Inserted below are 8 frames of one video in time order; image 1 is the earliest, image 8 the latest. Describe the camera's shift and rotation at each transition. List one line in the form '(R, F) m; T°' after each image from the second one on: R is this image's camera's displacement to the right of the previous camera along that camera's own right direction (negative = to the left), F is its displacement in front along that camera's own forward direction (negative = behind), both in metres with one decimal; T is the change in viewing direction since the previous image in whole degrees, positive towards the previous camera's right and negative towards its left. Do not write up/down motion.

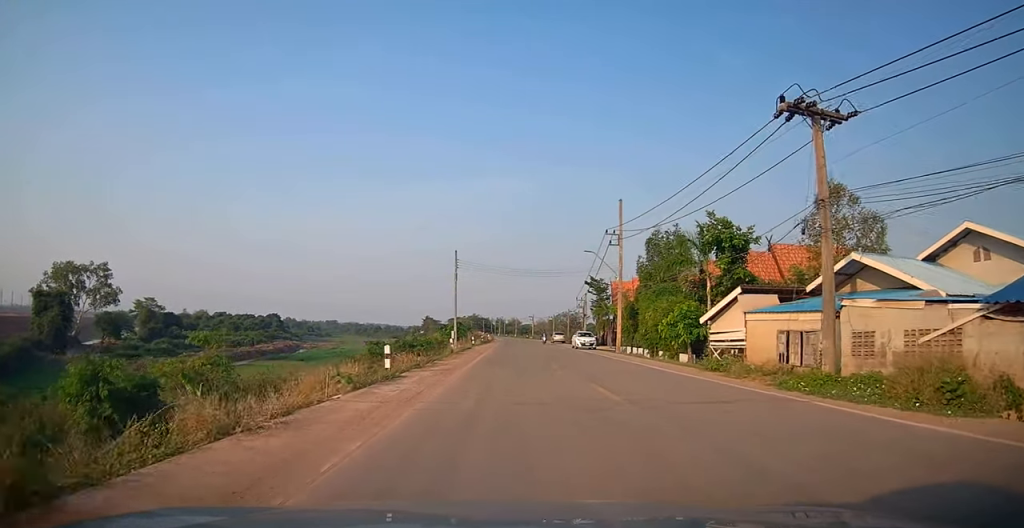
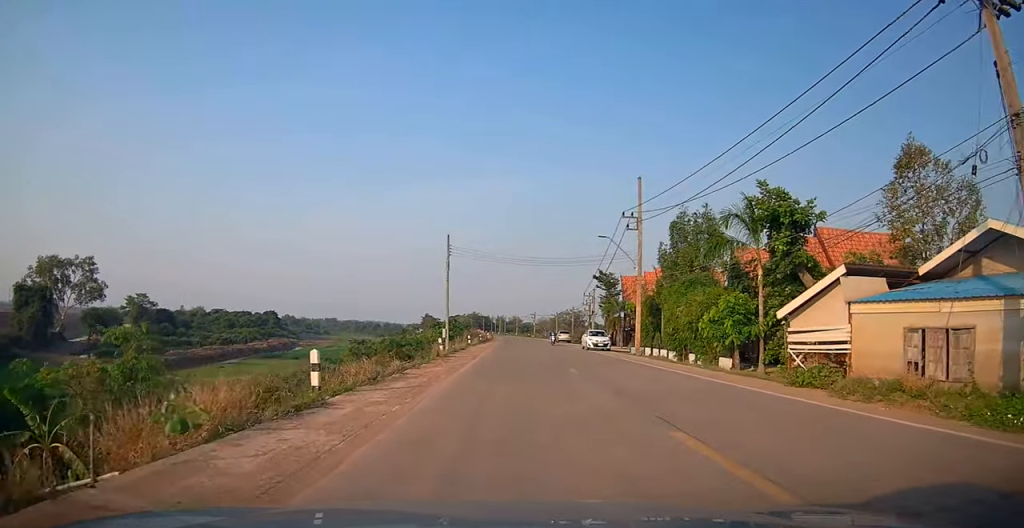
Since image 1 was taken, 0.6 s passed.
(0.0, +6.3) m; 0°
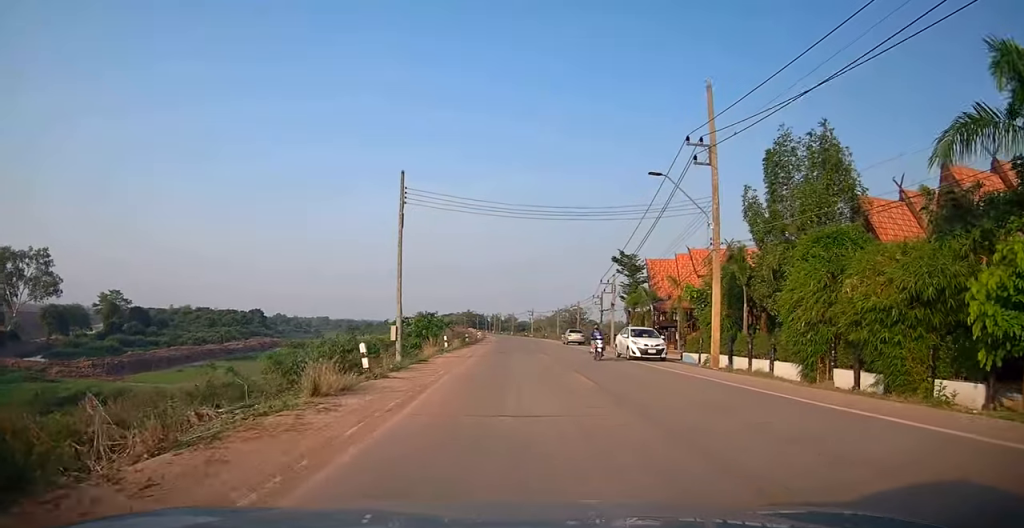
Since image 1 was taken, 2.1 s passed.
(-0.3, +15.2) m; -2°
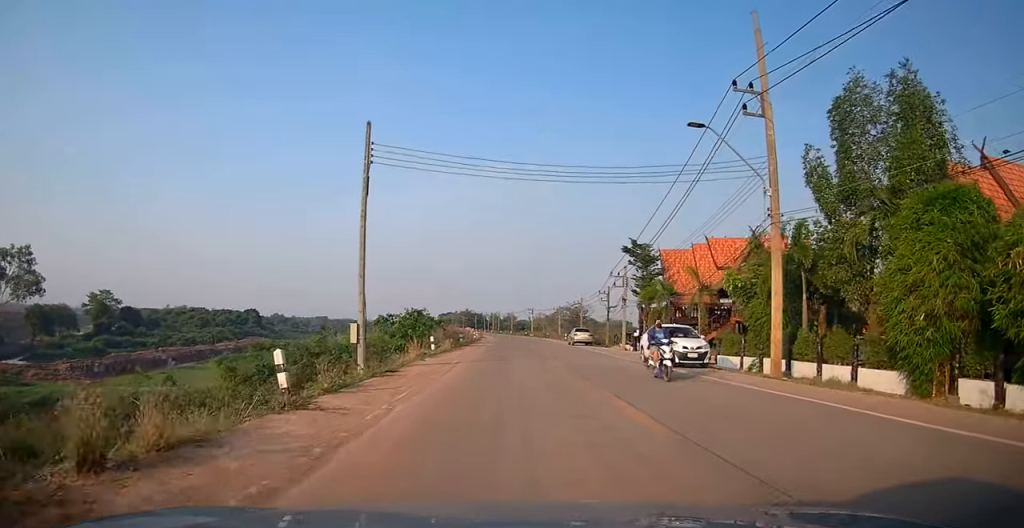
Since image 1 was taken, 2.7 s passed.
(0.0, +5.5) m; -1°
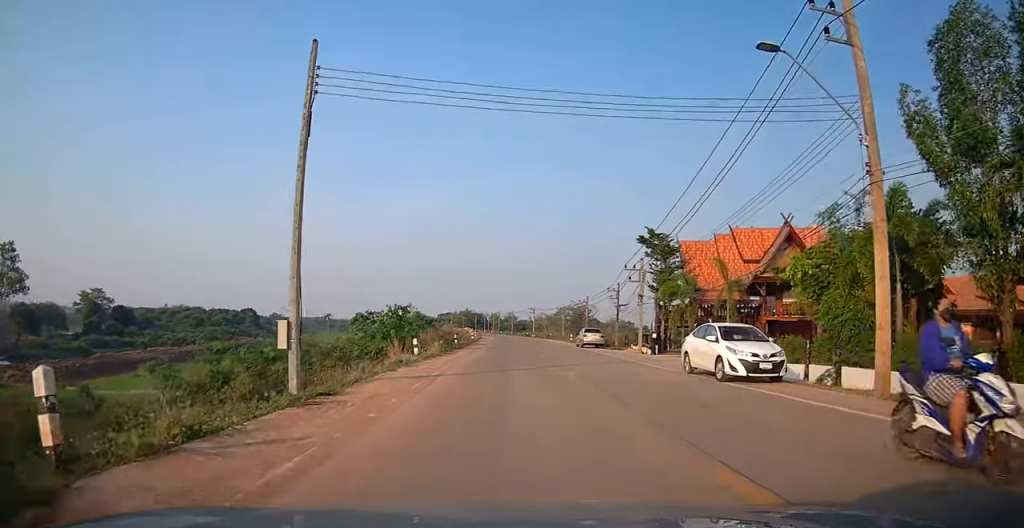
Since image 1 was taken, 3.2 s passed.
(-0.1, +5.4) m; 0°
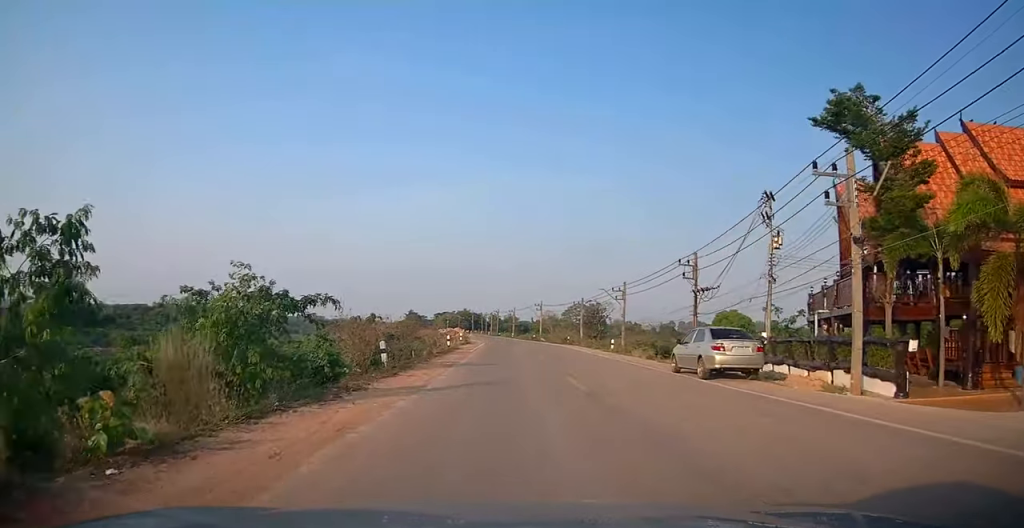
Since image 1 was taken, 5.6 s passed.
(+0.5, +25.3) m; +2°
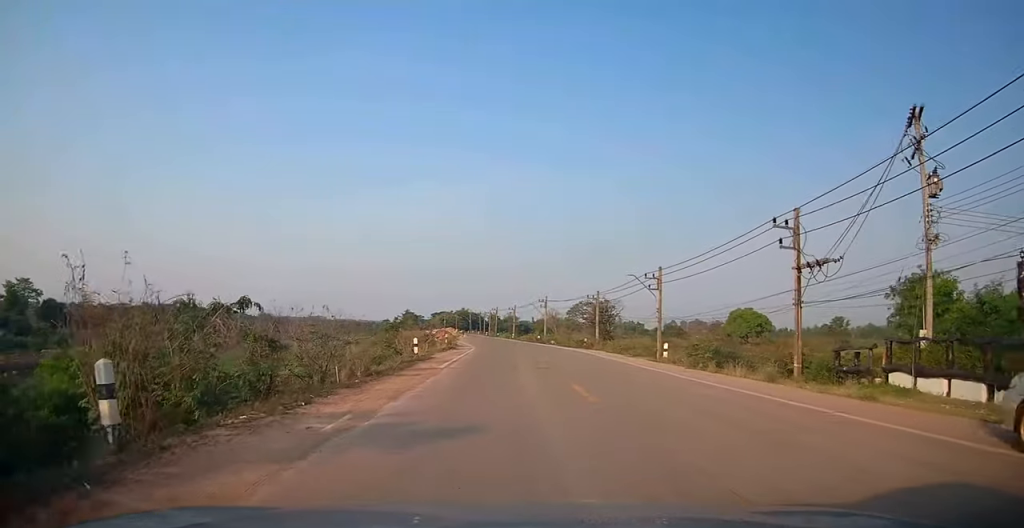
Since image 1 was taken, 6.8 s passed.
(-0.3, +13.2) m; -2°
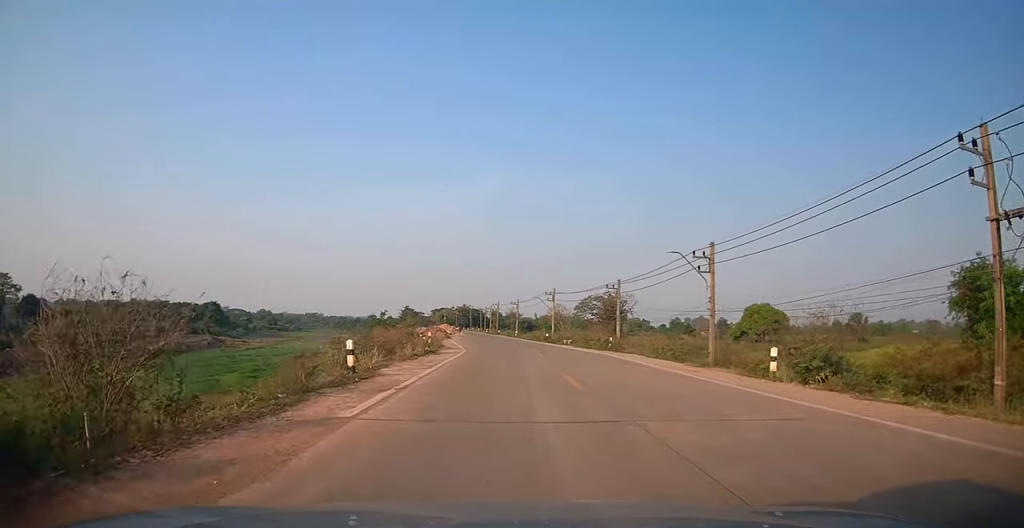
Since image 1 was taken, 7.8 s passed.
(-0.1, +10.7) m; +1°
